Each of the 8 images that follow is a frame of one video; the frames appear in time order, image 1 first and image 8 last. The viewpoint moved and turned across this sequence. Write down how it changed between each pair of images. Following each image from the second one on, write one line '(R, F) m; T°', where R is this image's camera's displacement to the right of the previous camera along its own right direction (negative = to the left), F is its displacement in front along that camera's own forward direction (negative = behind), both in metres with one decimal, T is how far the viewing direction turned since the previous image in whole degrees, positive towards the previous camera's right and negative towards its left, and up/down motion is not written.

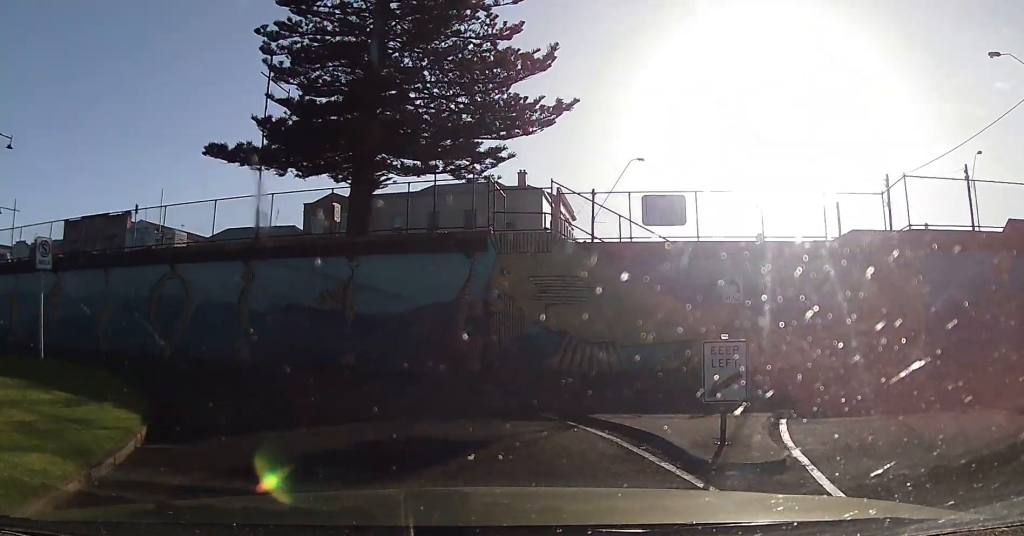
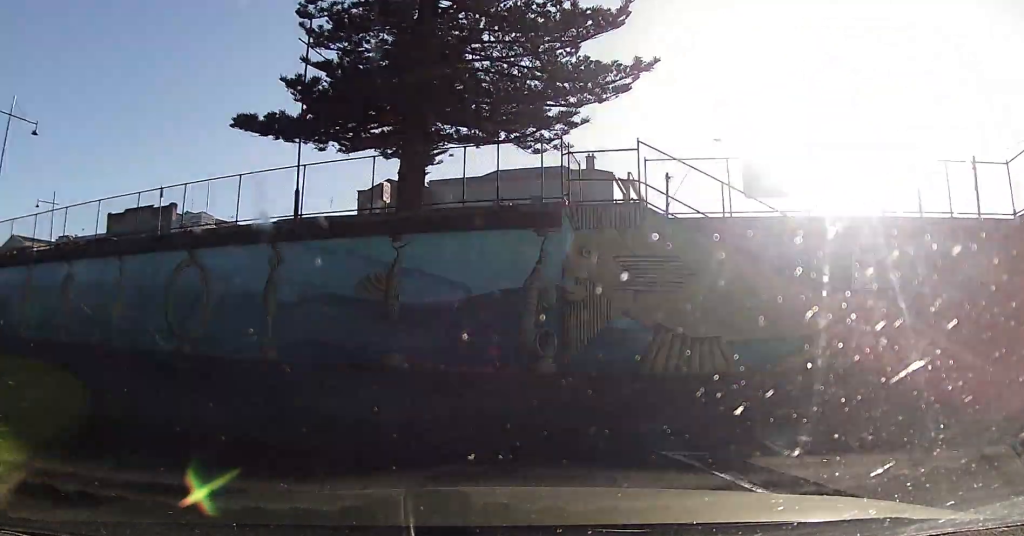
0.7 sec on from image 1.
(-0.1, +4.2) m; -4°
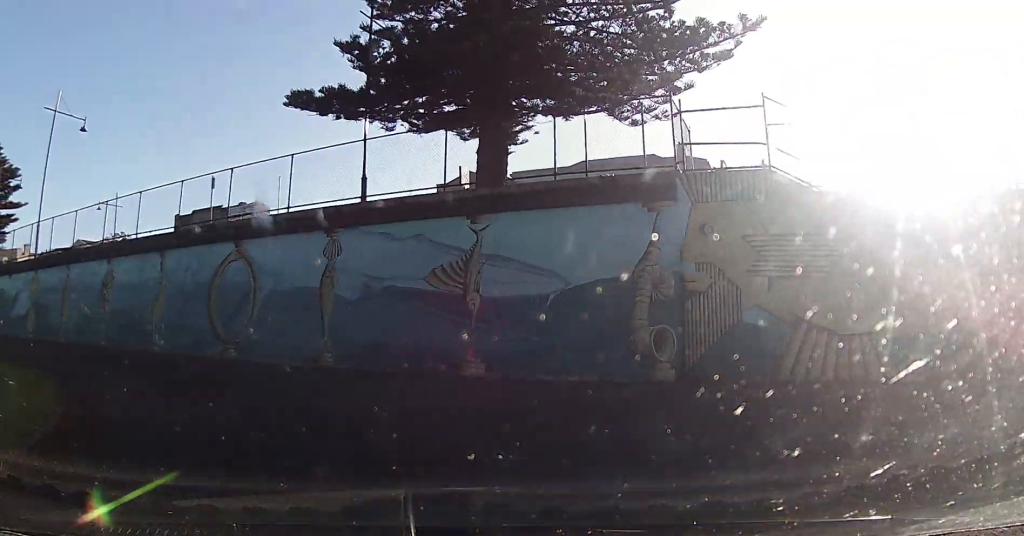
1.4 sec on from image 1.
(+0.1, +3.6) m; -4°
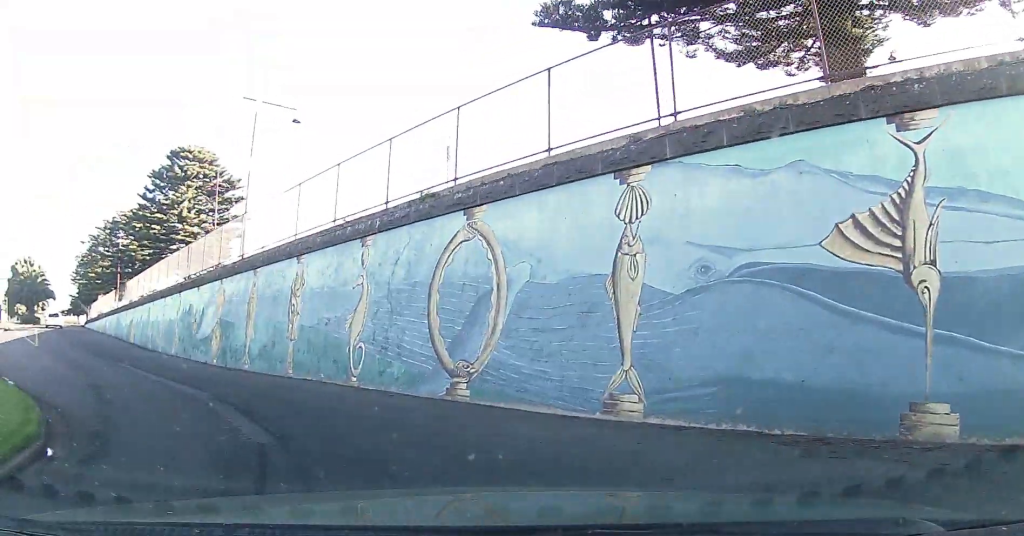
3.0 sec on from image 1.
(-1.4, +8.0) m; -23°
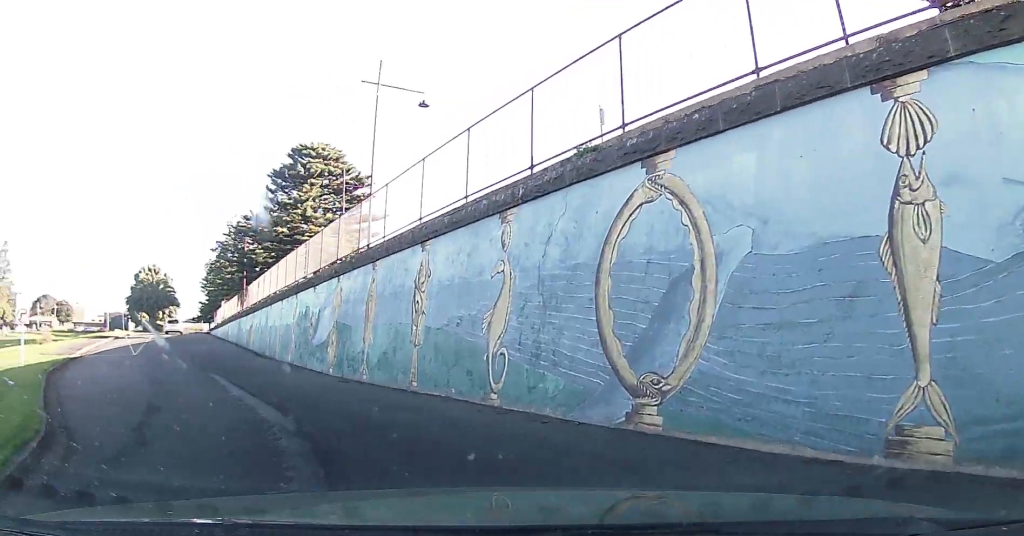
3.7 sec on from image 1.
(-0.5, +3.6) m; -14°
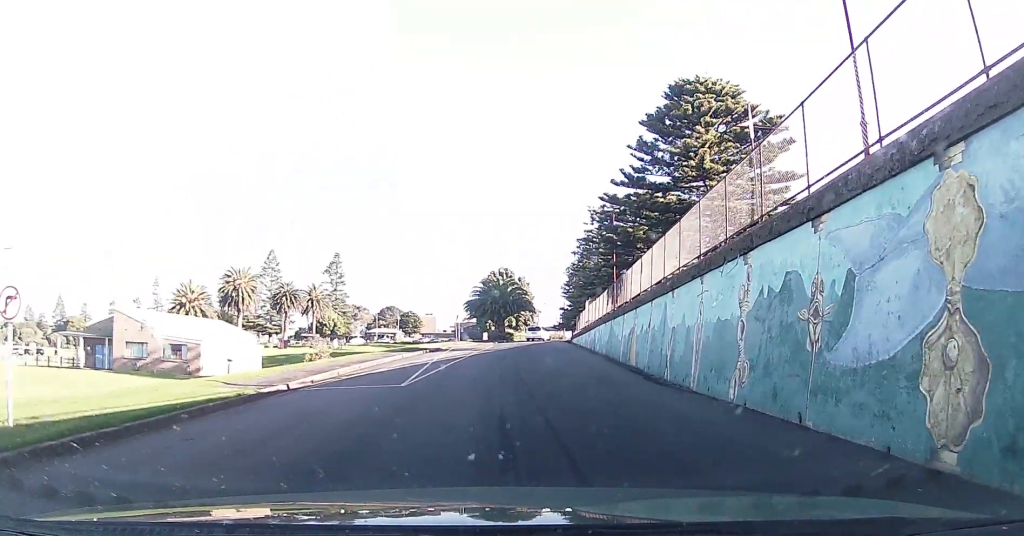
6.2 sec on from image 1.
(-5.4, +13.3) m; -34°
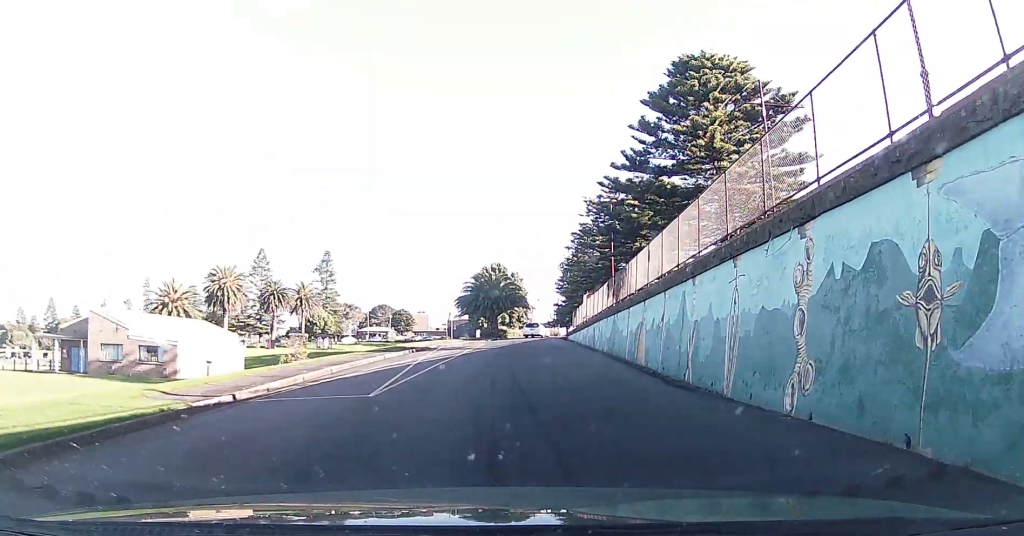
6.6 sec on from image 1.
(0.0, +2.8) m; +1°
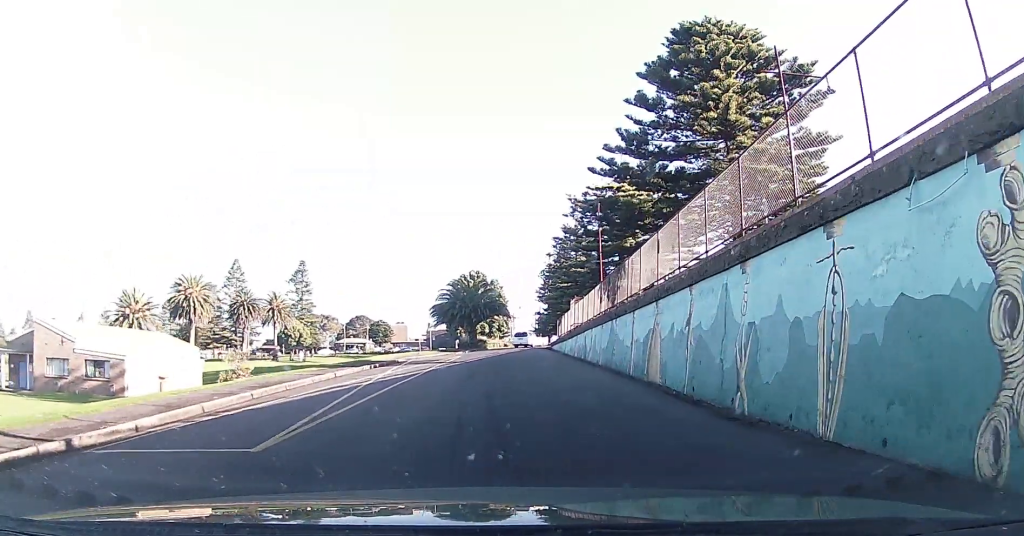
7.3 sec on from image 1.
(0.0, +4.5) m; +2°
